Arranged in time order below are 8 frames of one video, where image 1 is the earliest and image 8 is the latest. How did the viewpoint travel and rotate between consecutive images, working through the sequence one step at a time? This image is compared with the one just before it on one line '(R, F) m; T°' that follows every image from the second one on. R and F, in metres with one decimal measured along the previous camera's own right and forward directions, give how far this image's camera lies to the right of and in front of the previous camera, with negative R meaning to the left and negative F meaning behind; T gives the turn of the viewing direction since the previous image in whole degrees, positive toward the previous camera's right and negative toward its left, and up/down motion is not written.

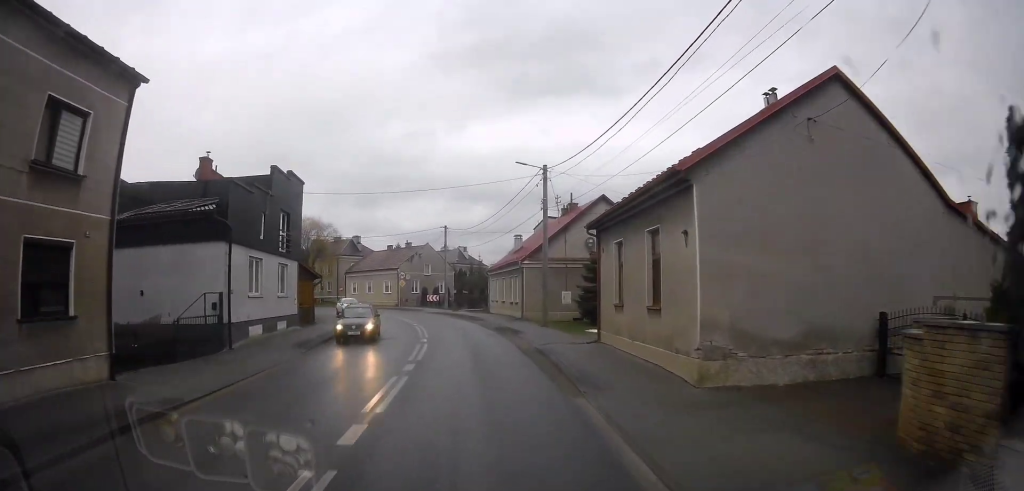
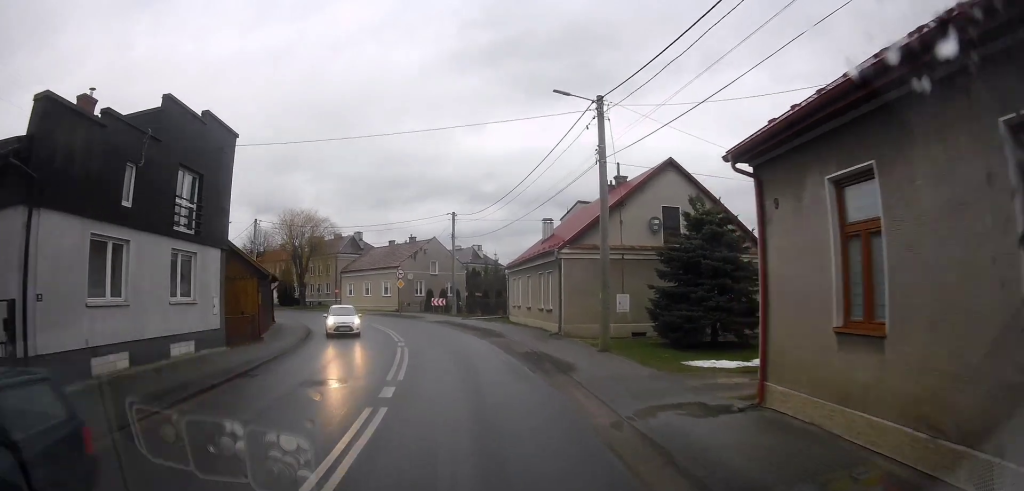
(-0.6, +10.2) m; 0°
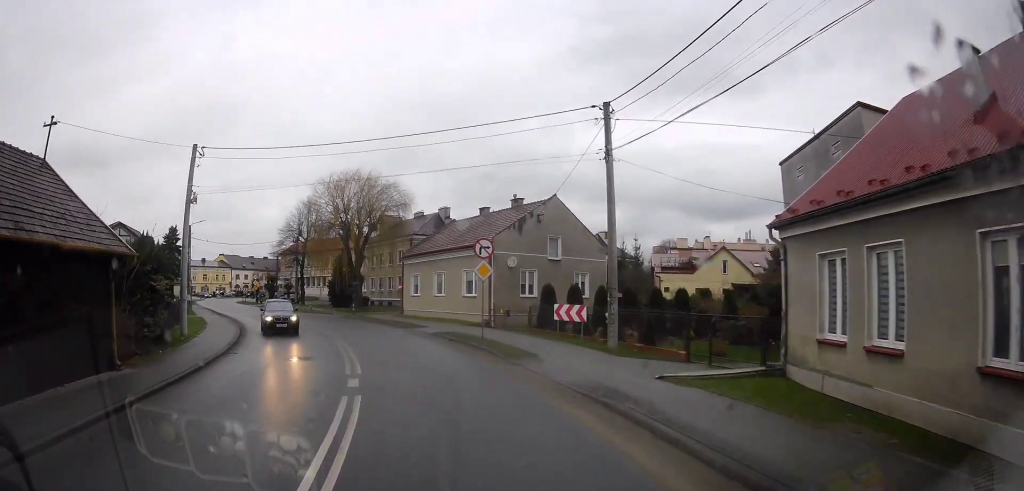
(-0.1, +25.3) m; -8°
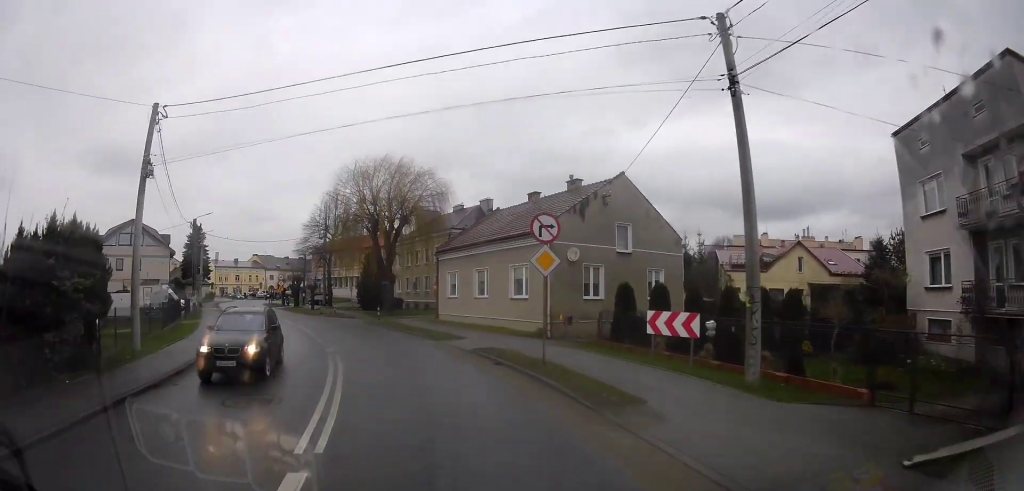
(-0.5, +6.6) m; -3°
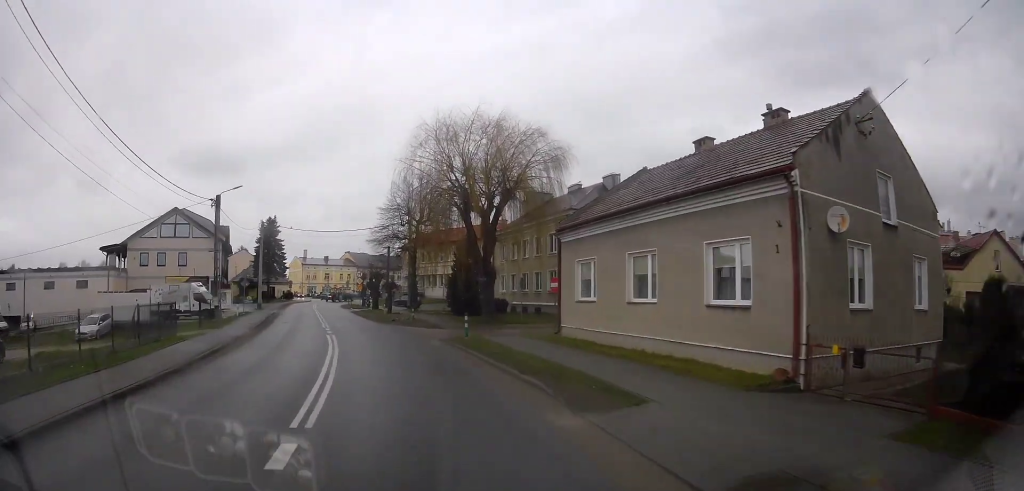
(-0.7, +12.7) m; -8°
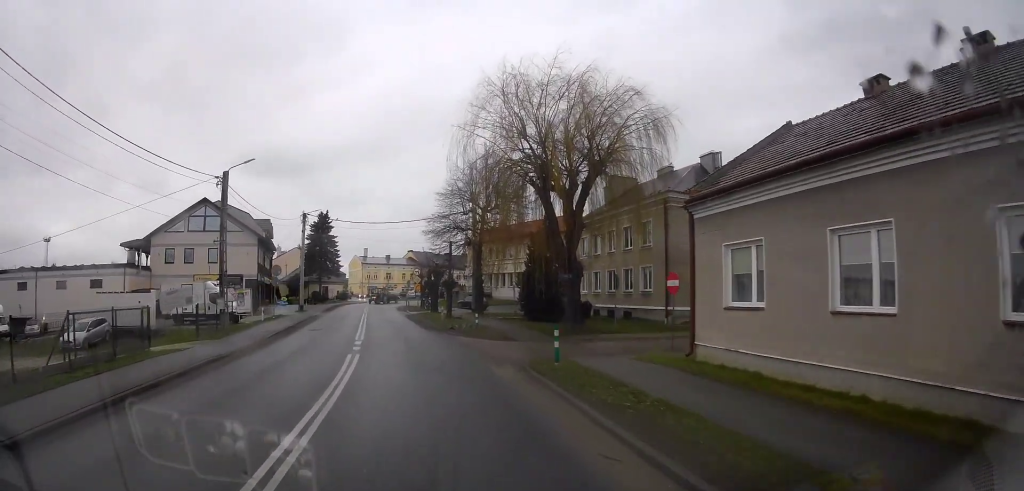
(-0.2, +7.3) m; -6°
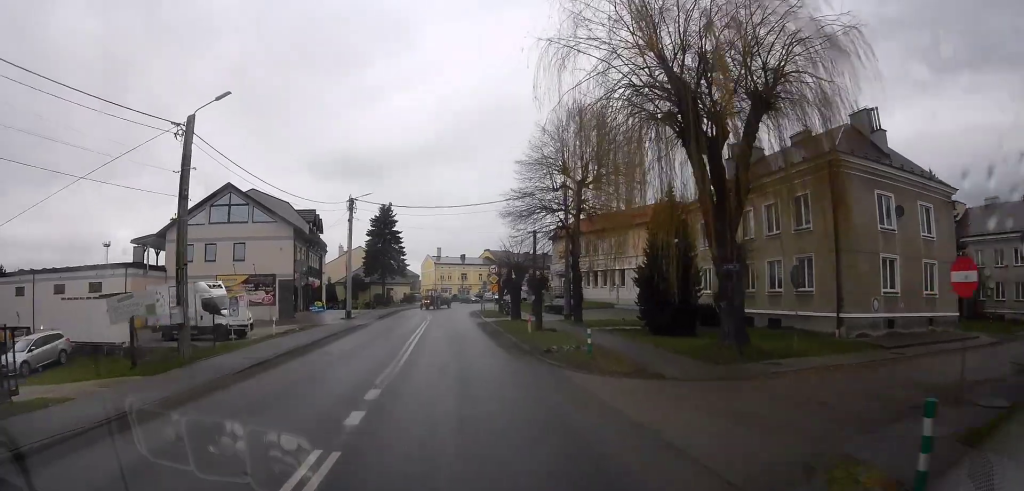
(-0.8, +9.7) m; -9°
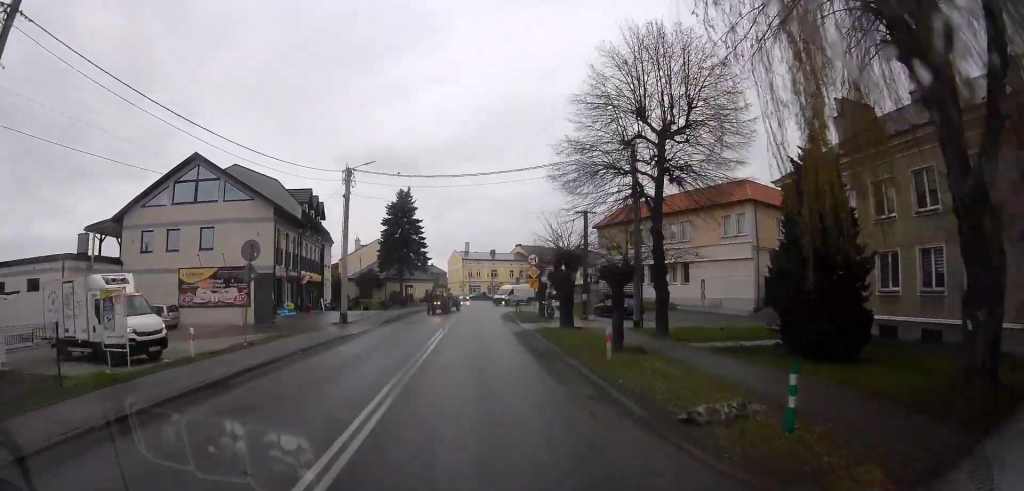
(-0.6, +9.6) m; -7°
